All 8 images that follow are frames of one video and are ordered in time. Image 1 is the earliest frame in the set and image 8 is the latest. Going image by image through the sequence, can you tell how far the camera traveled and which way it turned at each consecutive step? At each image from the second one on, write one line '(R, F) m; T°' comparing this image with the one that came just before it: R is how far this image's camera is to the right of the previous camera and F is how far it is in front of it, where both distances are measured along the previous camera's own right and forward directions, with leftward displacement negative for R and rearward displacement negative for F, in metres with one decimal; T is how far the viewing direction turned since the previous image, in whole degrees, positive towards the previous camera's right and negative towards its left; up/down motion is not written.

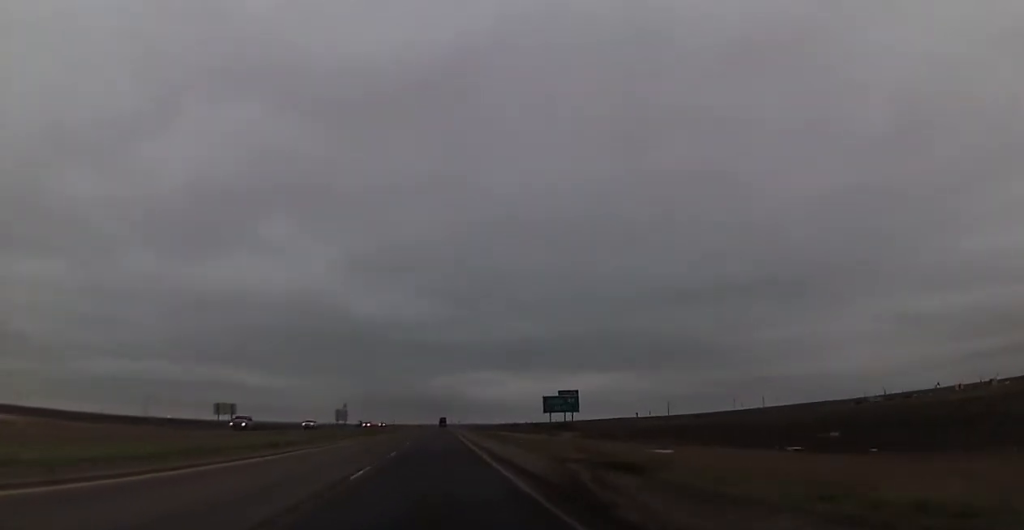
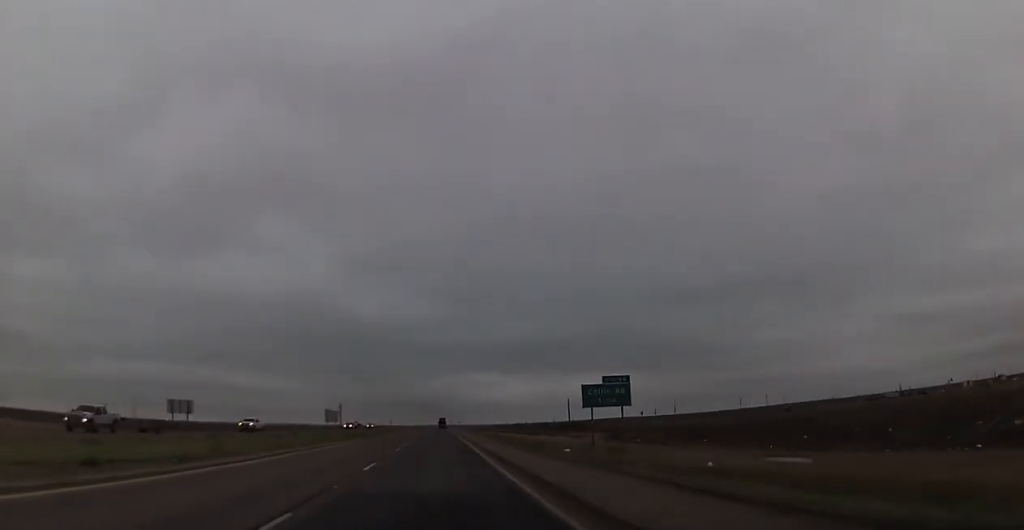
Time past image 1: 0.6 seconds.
(0.0, +21.1) m; 0°
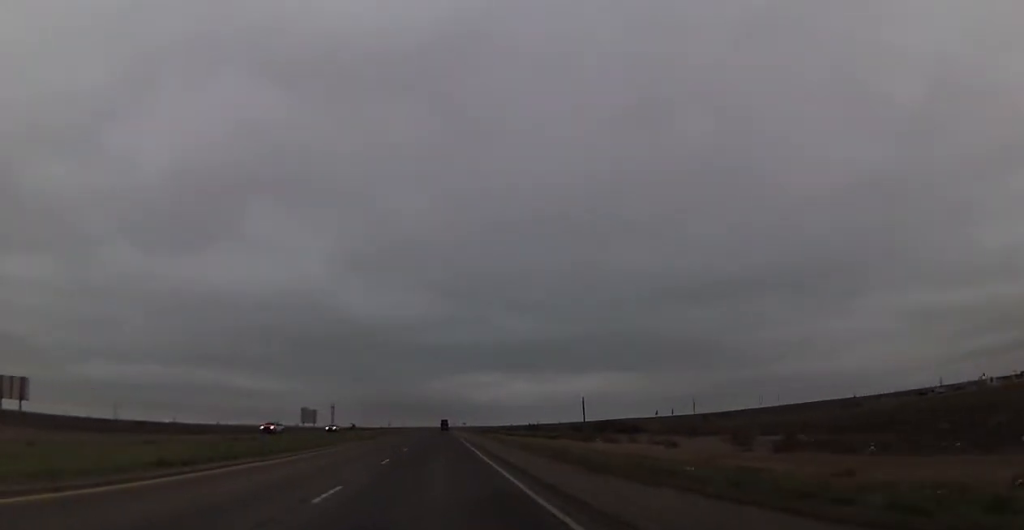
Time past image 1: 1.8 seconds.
(-0.2, +43.6) m; -1°
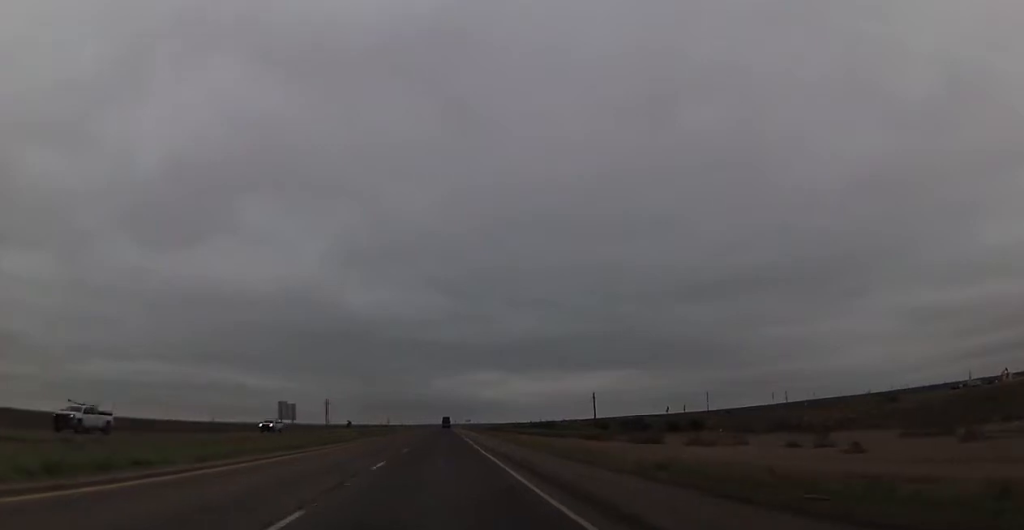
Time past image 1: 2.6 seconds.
(-0.3, +28.3) m; 0°
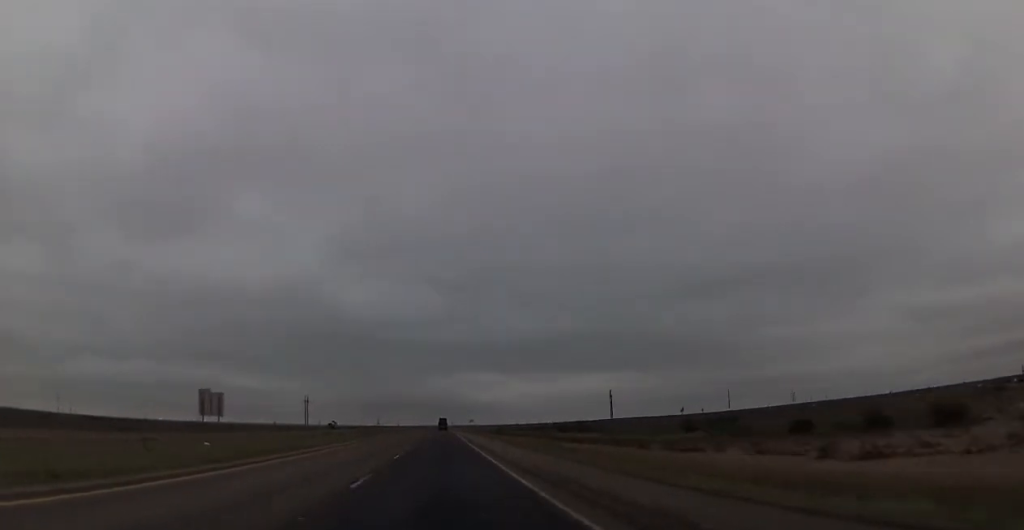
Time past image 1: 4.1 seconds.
(+1.0, +52.5) m; +1°
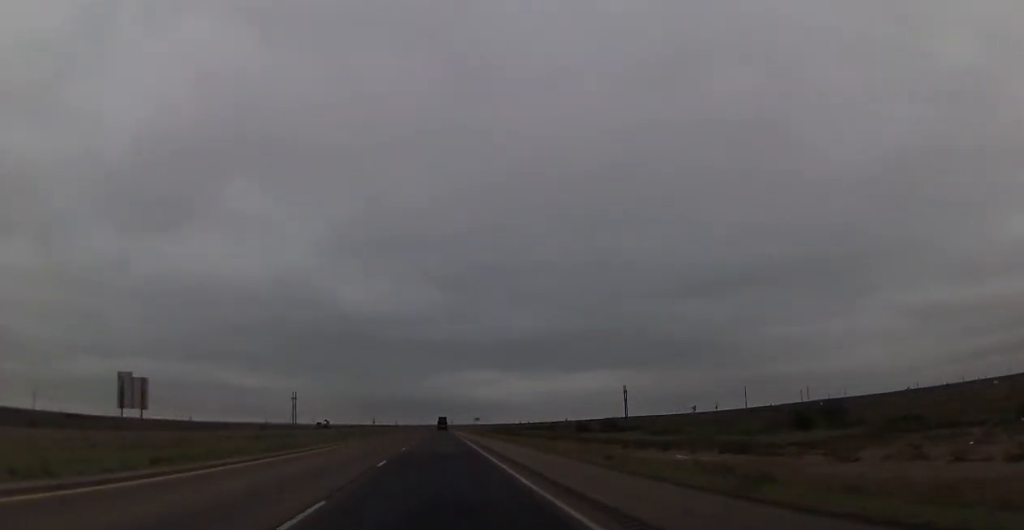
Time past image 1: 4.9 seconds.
(-0.2, +30.2) m; 0°
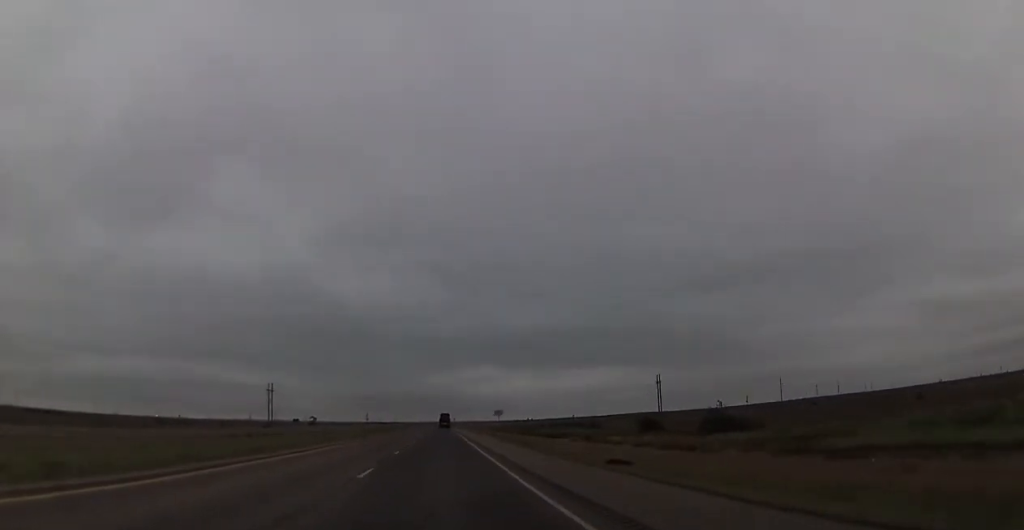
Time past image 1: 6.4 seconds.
(+0.2, +52.2) m; 0°
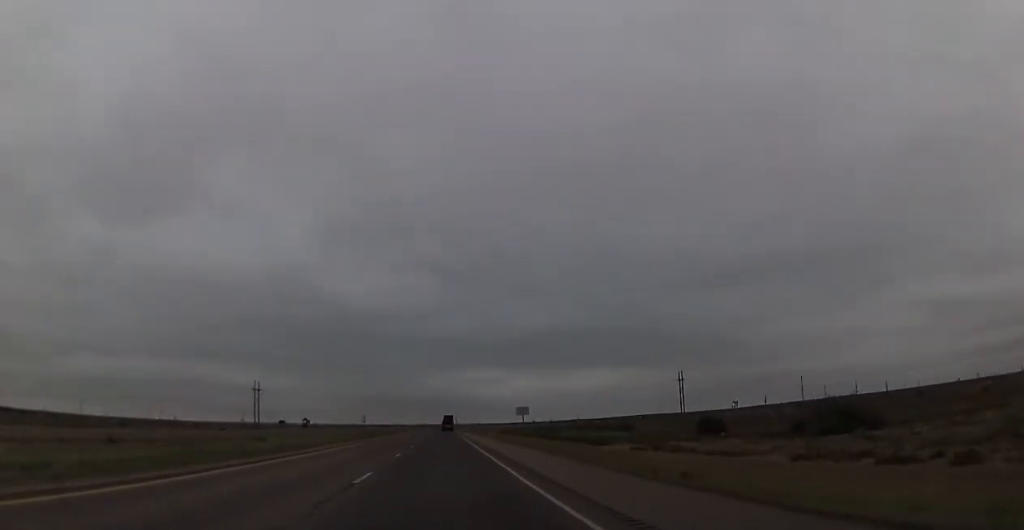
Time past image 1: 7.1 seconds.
(-0.3, +25.7) m; -1°
